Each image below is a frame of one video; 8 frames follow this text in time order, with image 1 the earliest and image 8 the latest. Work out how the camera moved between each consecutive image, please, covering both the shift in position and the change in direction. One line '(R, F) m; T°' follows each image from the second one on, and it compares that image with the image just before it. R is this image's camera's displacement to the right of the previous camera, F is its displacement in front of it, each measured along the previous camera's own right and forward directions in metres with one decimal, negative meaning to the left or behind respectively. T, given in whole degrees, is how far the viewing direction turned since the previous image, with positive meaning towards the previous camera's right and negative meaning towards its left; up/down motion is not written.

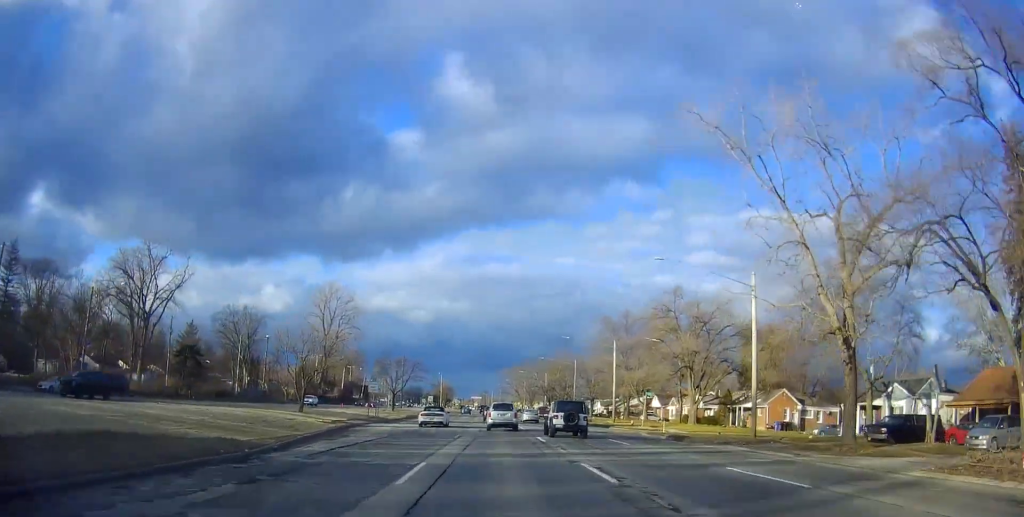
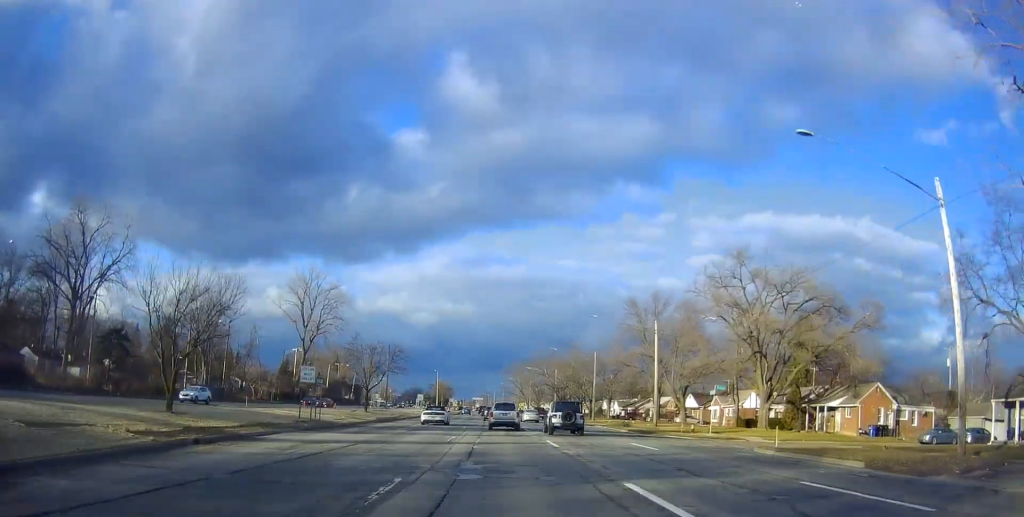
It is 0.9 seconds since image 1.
(+0.5, +19.2) m; +1°
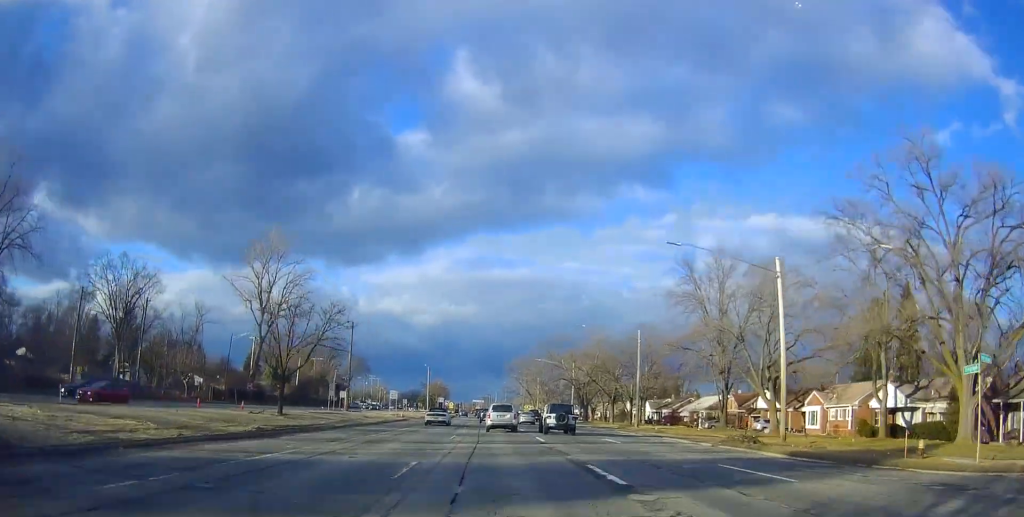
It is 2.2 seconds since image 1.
(-0.1, +26.8) m; 0°
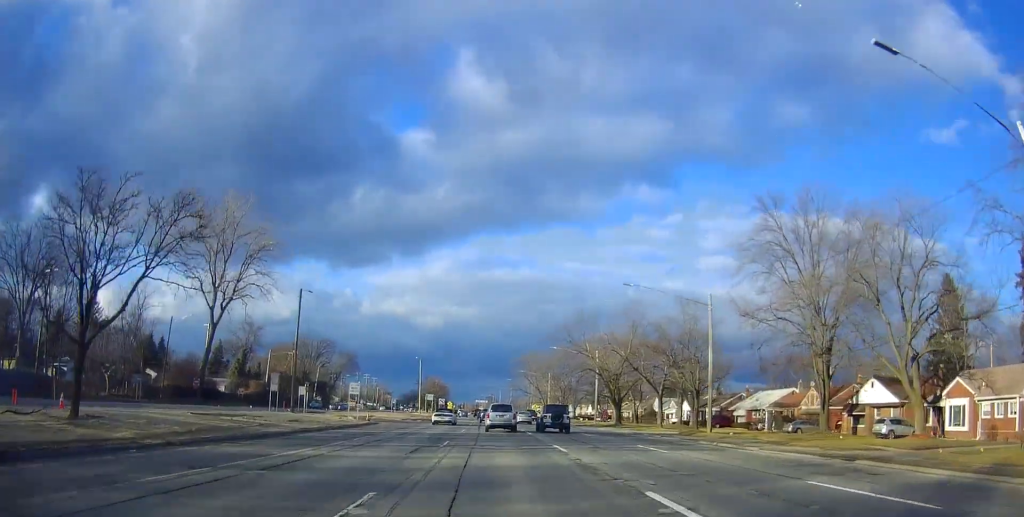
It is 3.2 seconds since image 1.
(+0.4, +21.2) m; -1°
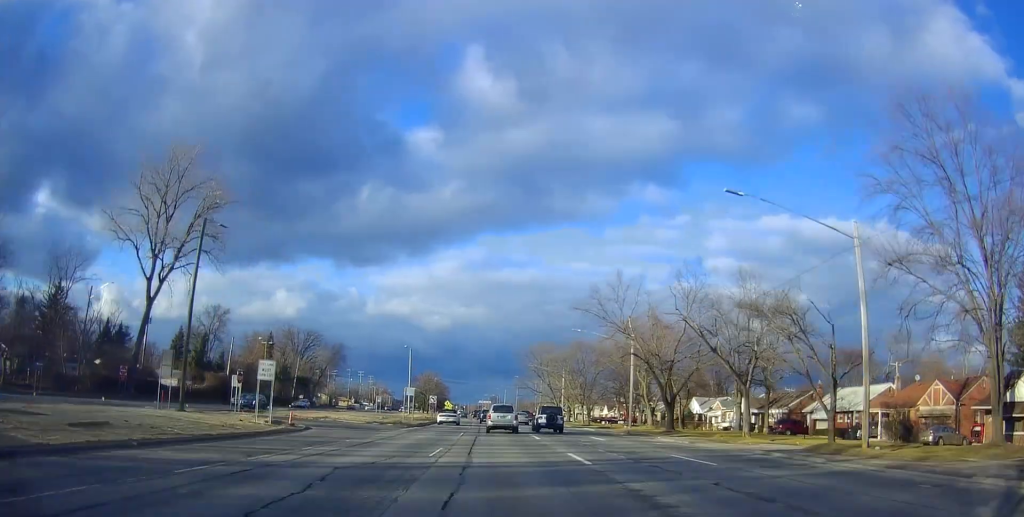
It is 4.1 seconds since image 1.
(-0.7, +19.8) m; -1°
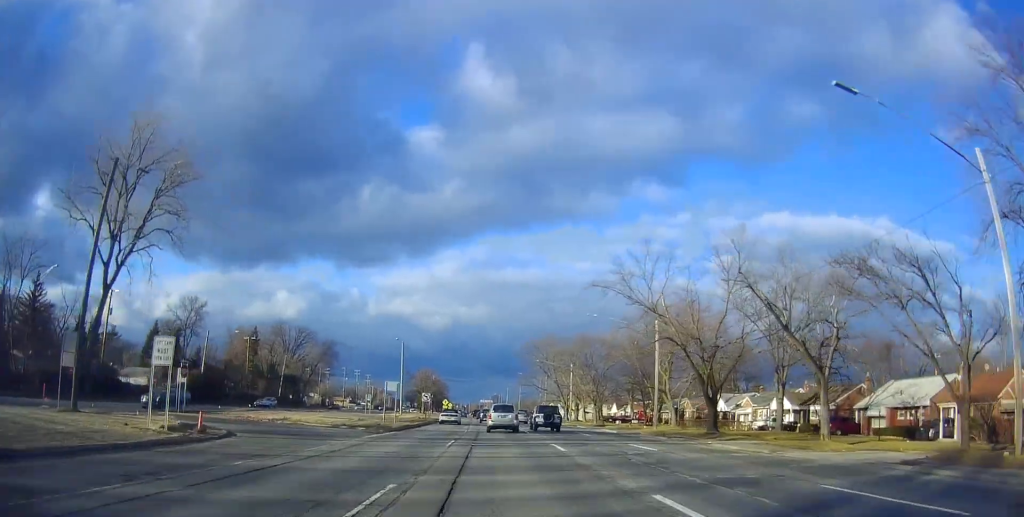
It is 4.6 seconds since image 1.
(+0.1, +9.9) m; 0°
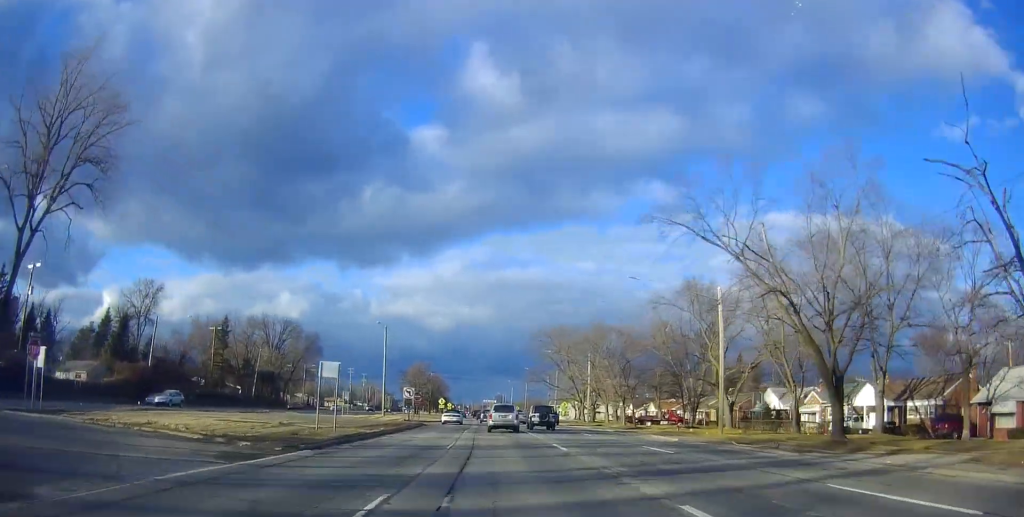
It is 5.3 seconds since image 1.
(+0.2, +15.6) m; 0°
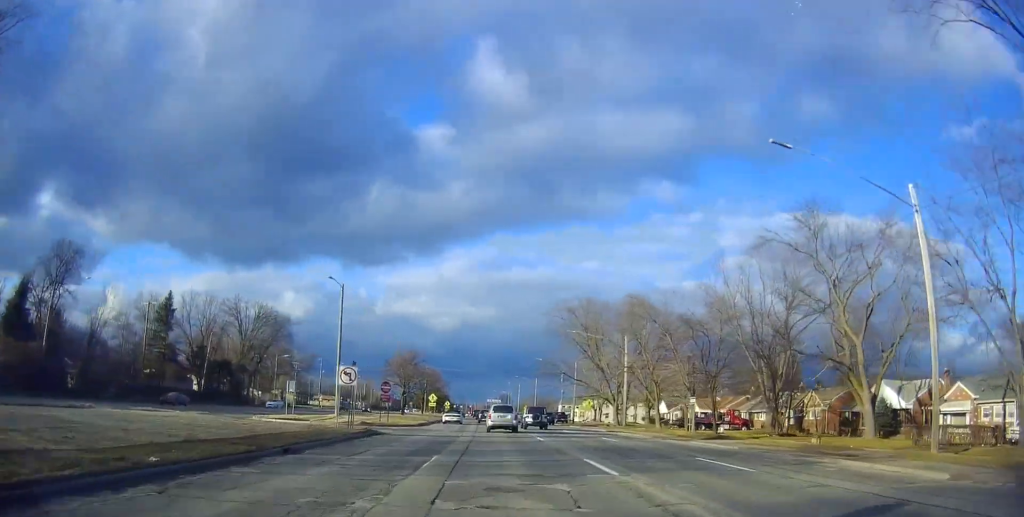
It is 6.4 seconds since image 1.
(-0.4, +22.6) m; -1°
